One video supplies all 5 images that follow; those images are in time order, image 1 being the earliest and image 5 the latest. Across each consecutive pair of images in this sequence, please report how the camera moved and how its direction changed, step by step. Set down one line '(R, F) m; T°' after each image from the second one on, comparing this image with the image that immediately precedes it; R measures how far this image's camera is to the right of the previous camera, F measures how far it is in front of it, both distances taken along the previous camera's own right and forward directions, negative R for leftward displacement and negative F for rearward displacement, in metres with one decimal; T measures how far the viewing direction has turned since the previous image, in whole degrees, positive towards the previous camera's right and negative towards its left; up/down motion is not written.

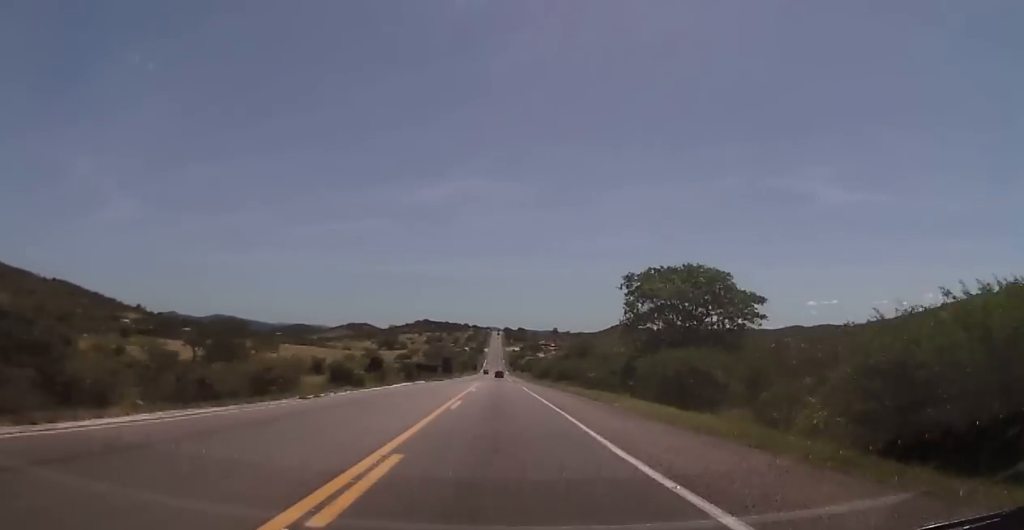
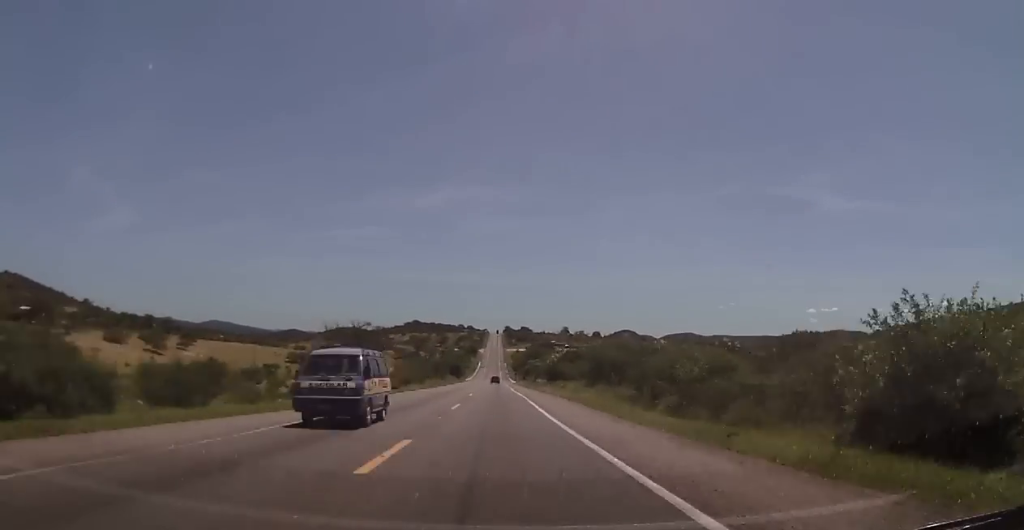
(+0.2, +133.8) m; 0°
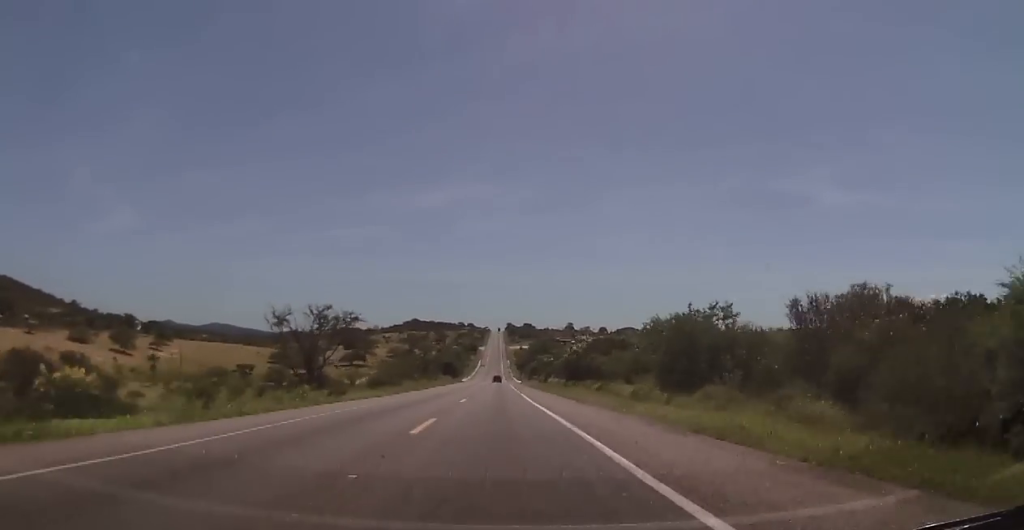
(0.0, +30.0) m; 0°
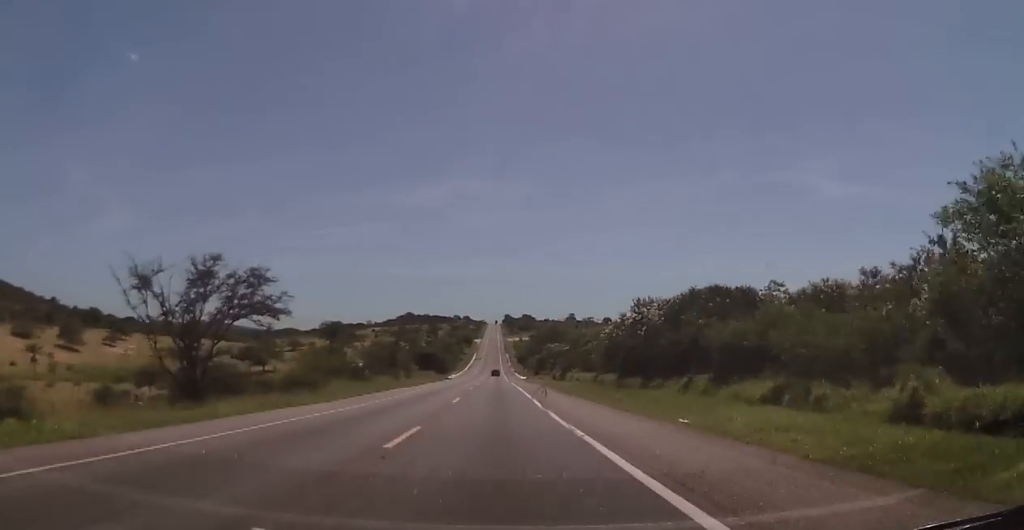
(0.0, +38.3) m; 0°
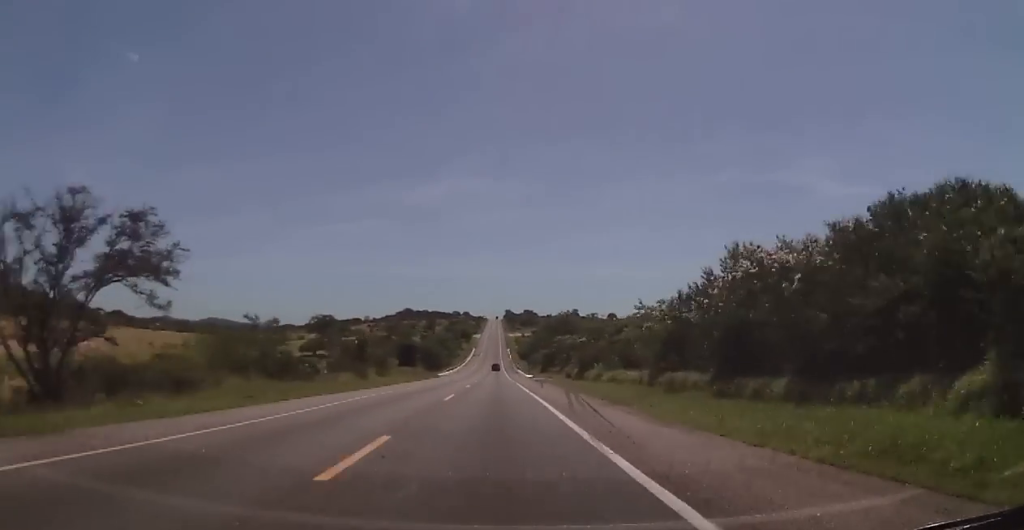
(0.0, +21.3) m; 0°
